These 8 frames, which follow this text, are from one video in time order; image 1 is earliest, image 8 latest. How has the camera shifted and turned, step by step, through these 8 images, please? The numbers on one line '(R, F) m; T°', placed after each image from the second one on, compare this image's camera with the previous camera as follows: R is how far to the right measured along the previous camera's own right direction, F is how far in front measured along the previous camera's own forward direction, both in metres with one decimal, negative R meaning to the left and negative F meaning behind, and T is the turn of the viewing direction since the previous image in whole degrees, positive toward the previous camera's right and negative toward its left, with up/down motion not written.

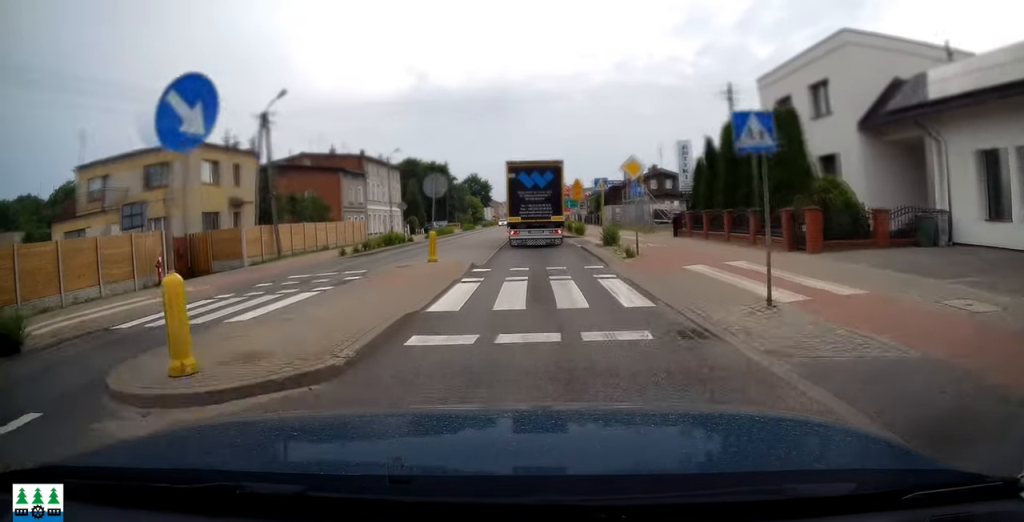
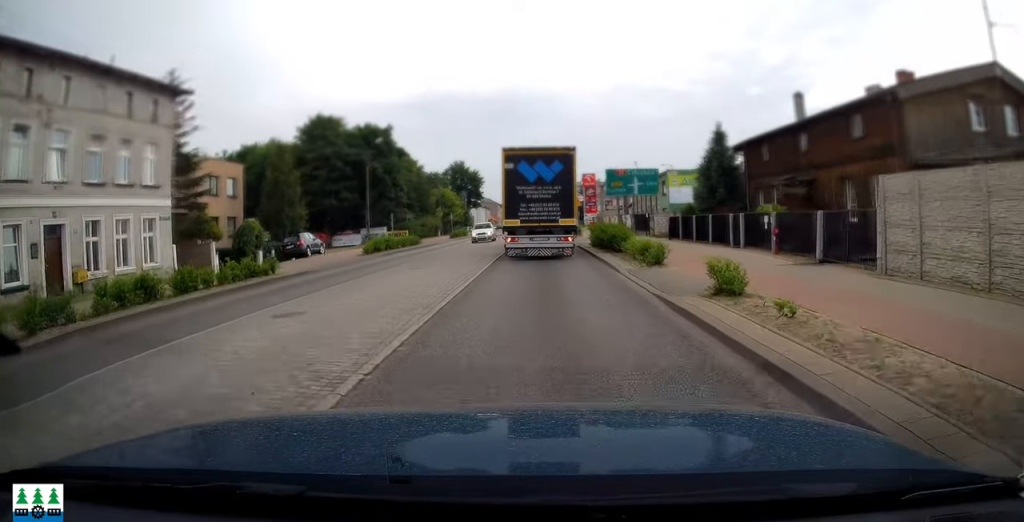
(-0.6, +48.7) m; 0°
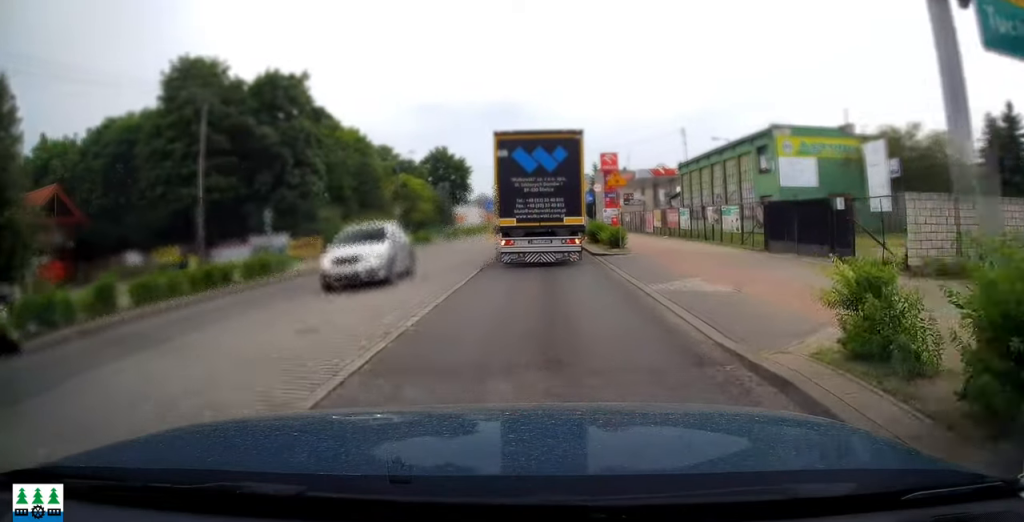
(+0.2, +25.1) m; +1°
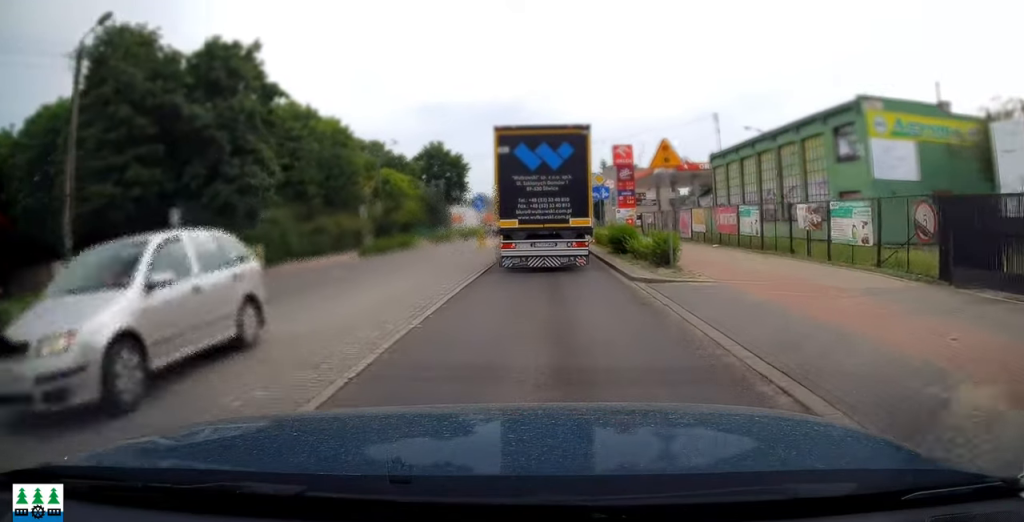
(0.0, +8.6) m; 0°
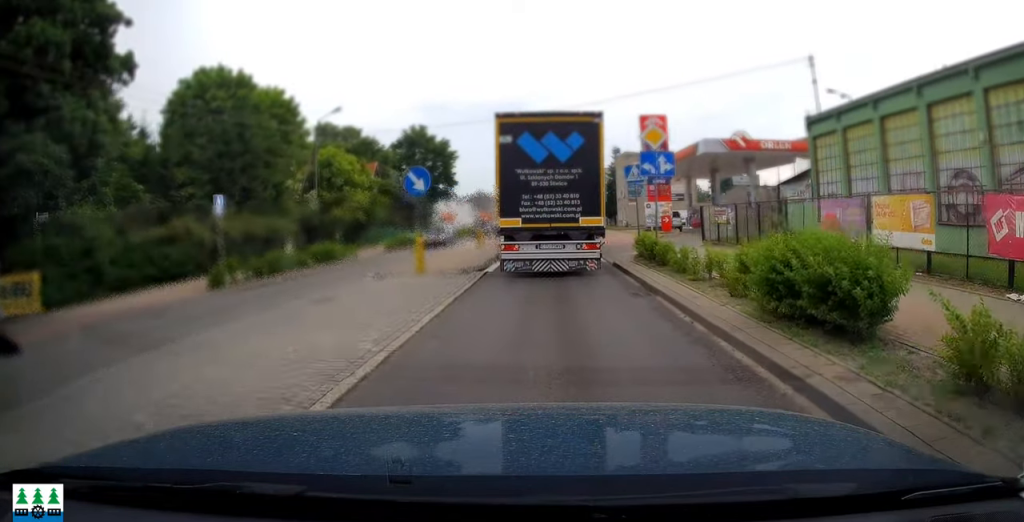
(0.0, +15.3) m; -2°
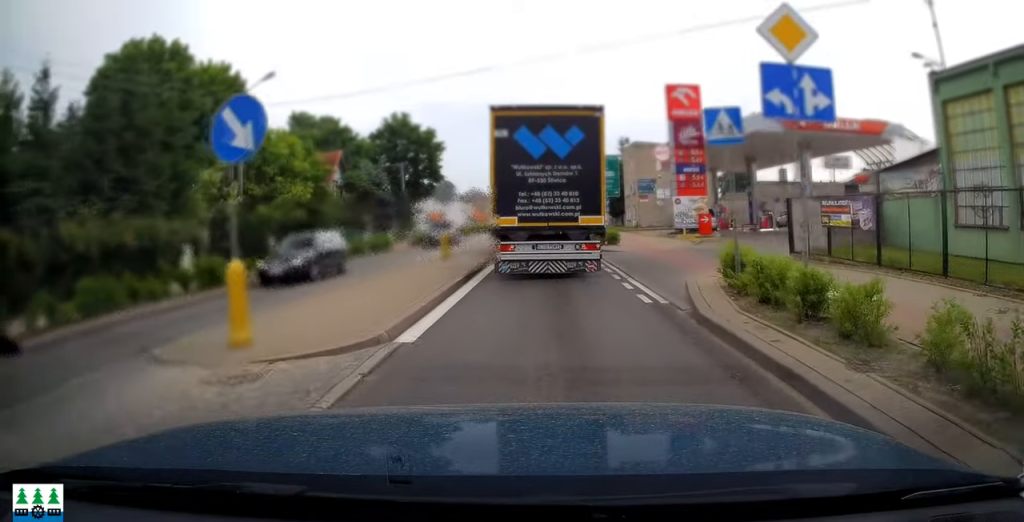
(-0.3, +9.8) m; -2°
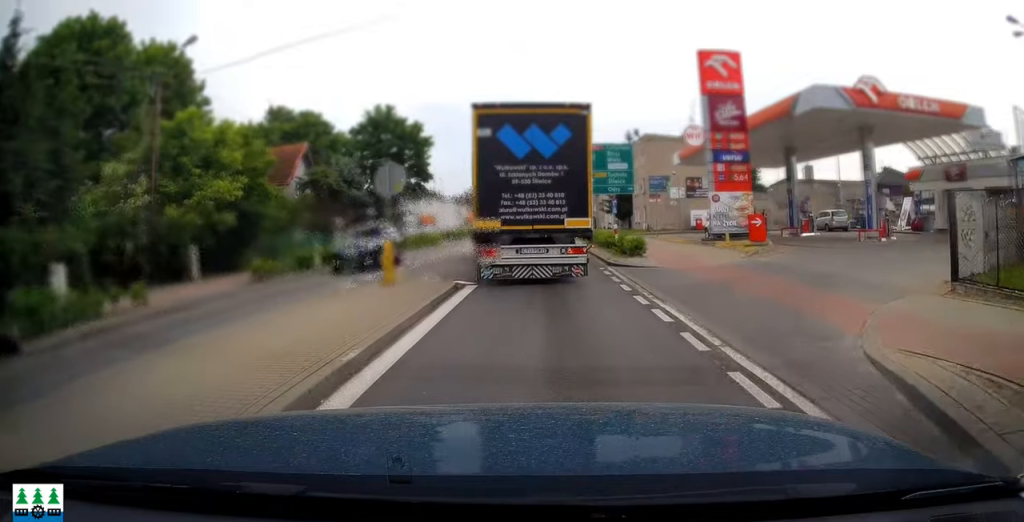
(0.0, +7.2) m; -2°
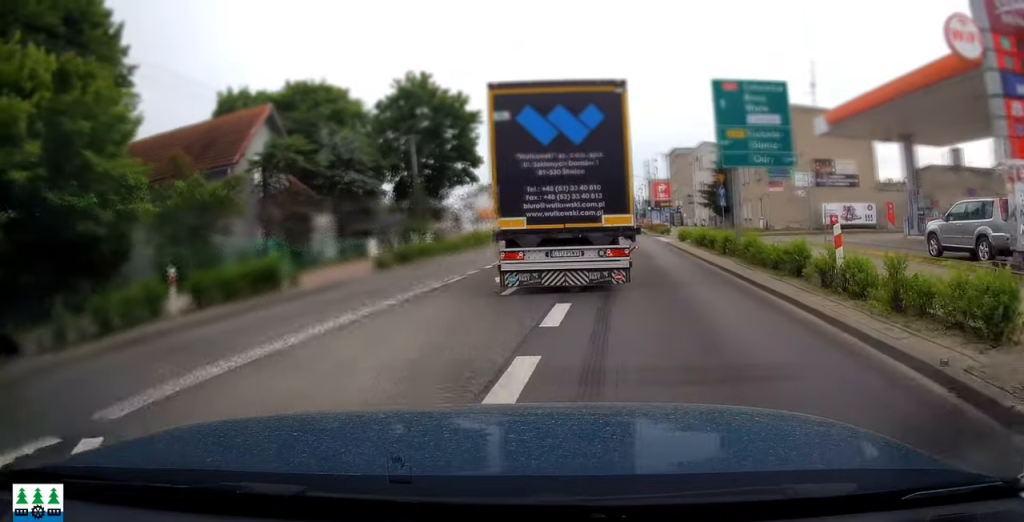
(-0.3, +13.7) m; -2°
